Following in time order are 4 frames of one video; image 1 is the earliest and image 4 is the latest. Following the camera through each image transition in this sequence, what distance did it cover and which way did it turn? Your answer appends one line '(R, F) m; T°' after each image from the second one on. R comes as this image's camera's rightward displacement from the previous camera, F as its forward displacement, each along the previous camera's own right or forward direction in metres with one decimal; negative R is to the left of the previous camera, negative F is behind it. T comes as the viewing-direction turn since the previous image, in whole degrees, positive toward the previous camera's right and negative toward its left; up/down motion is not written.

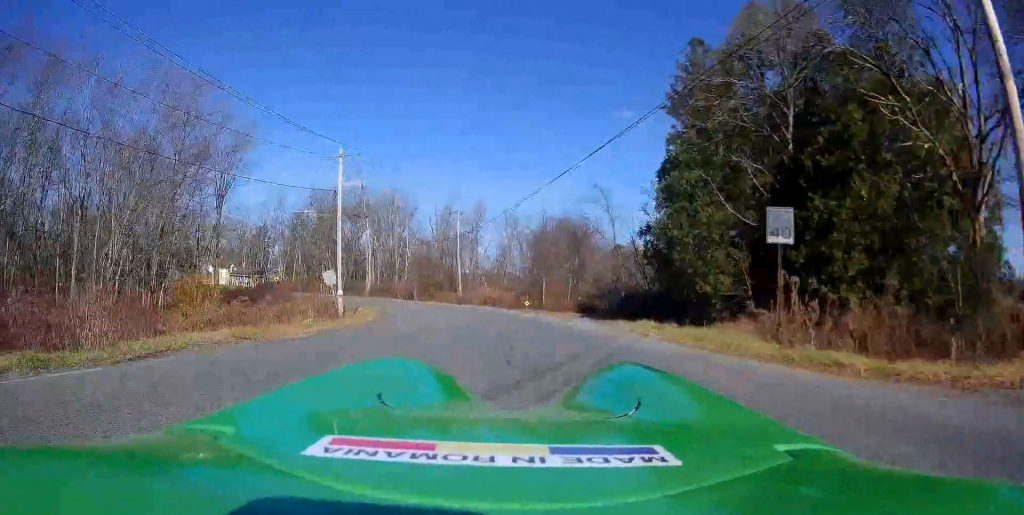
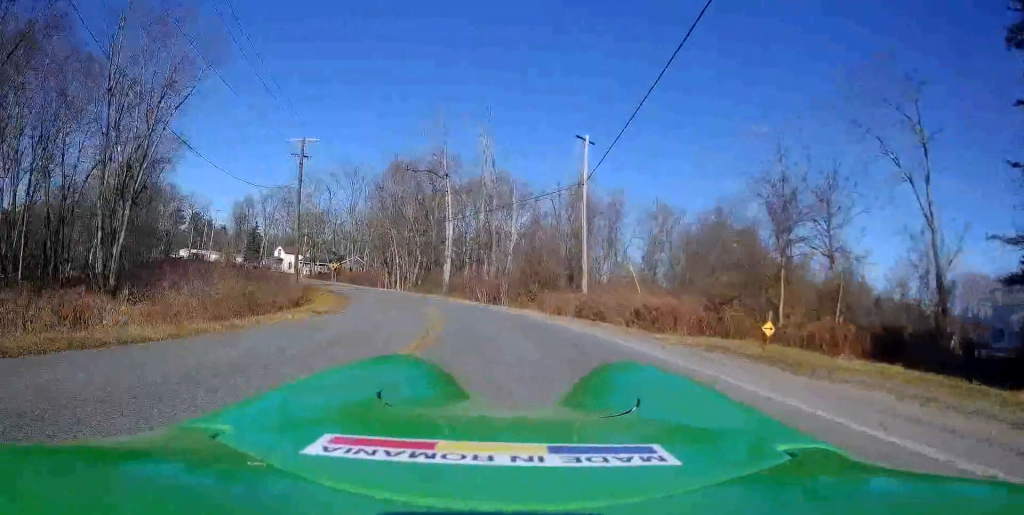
(-10.7, +32.3) m; -12°
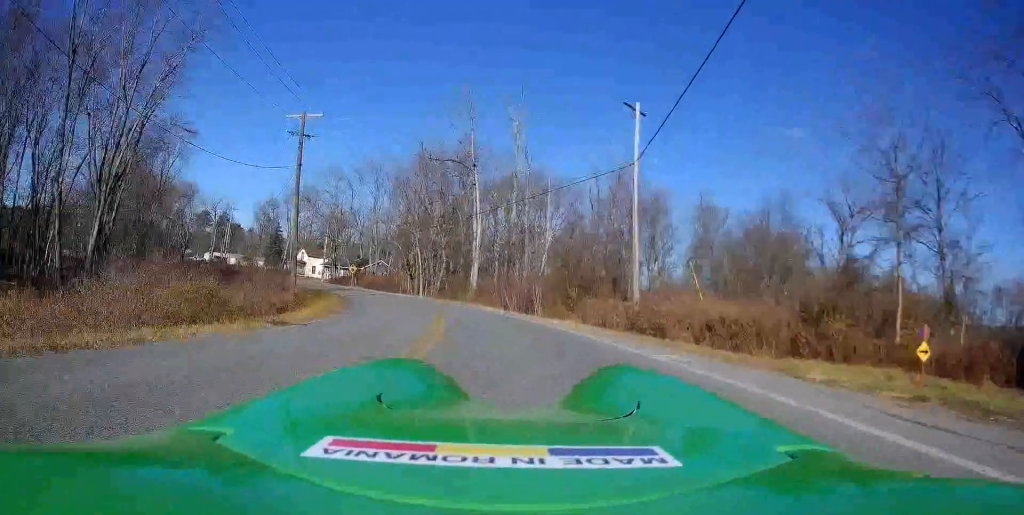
(+0.1, +6.0) m; -3°
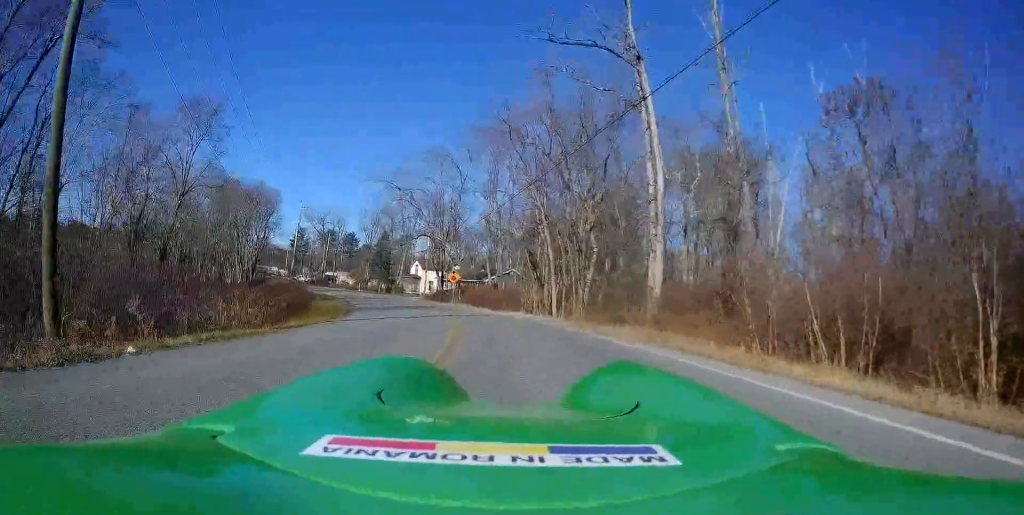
(-5.3, +27.5) m; -18°
